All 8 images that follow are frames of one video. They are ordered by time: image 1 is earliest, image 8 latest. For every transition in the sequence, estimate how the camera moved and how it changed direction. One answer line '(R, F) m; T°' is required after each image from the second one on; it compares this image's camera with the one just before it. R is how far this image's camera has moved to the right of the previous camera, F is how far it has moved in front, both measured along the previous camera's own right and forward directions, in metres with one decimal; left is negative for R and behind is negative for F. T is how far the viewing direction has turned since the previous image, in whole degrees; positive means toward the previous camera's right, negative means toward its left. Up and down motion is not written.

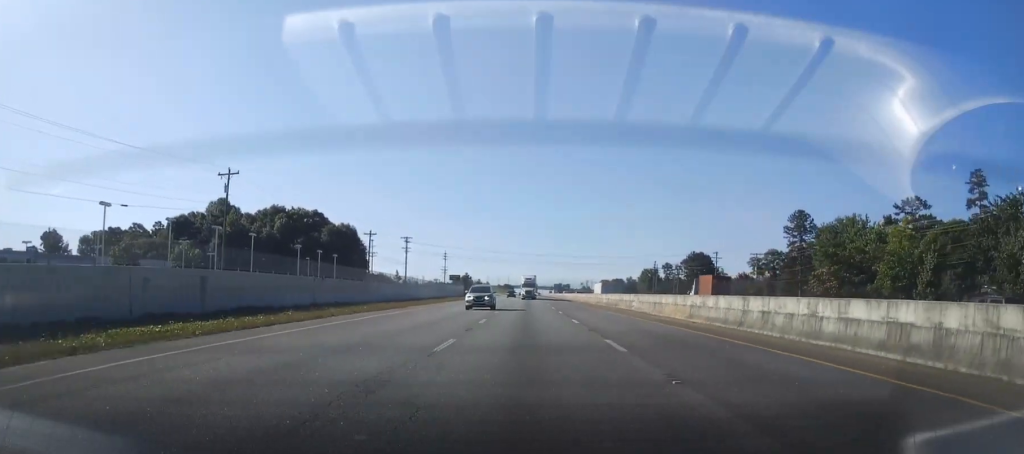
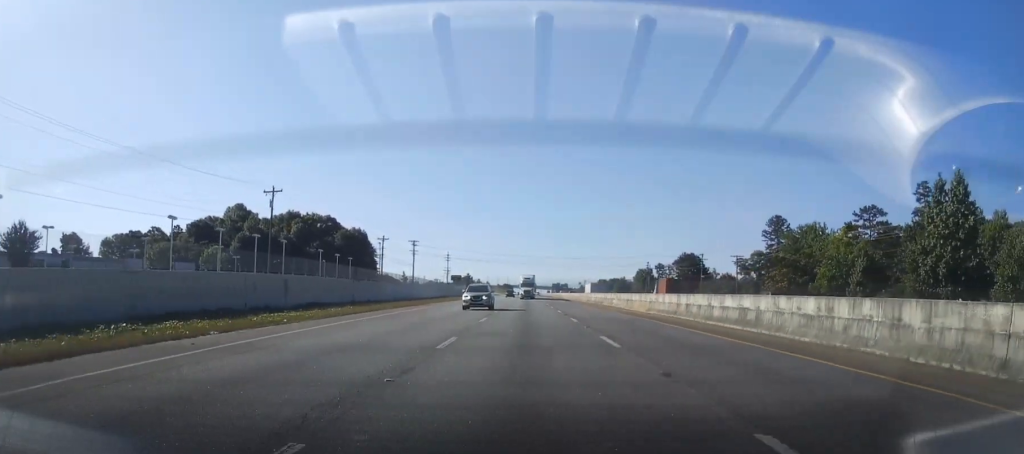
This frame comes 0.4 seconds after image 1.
(+0.3, +12.7) m; 0°
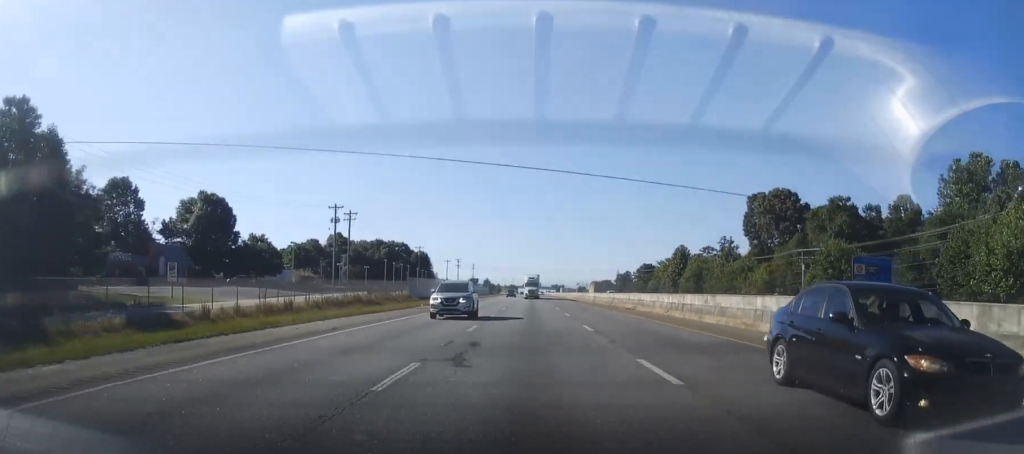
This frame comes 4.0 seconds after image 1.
(-1.8, +103.4) m; 0°
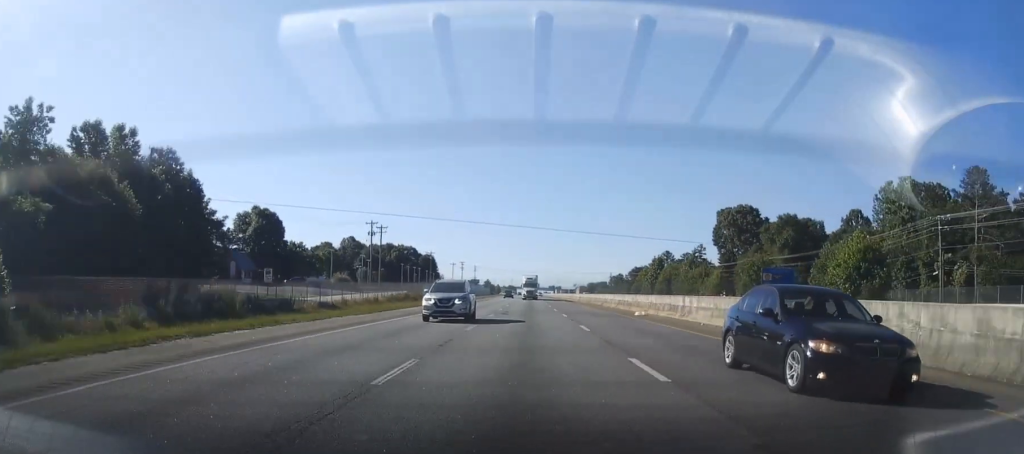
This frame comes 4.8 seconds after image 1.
(+0.2, +24.3) m; 0°
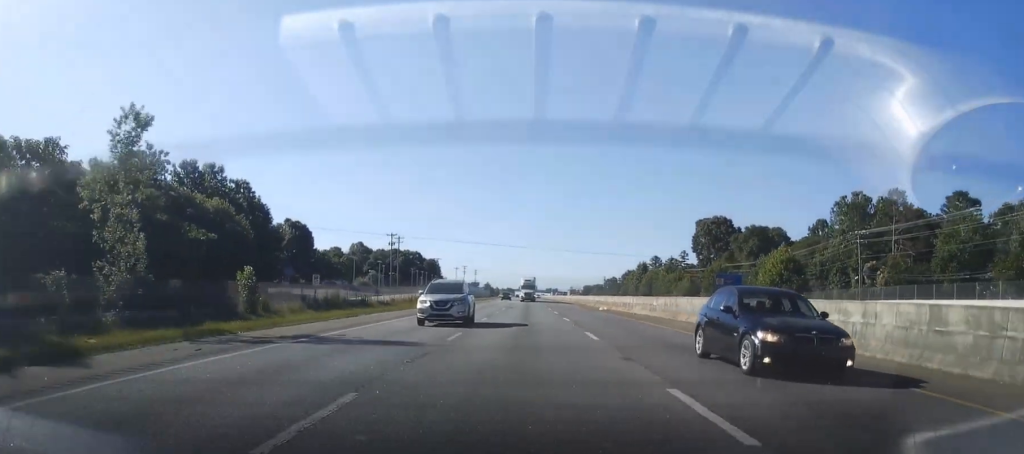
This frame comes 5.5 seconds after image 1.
(-0.3, +20.4) m; -1°
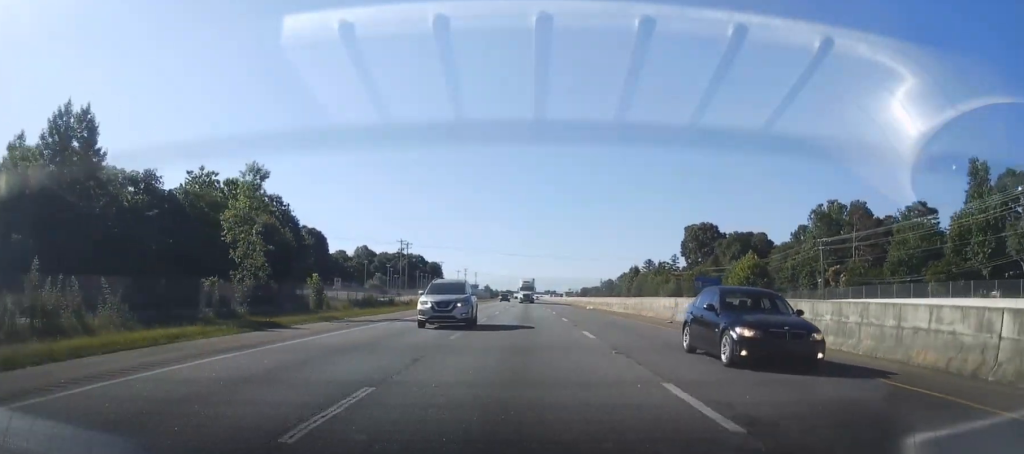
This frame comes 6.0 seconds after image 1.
(-0.1, +13.6) m; 0°
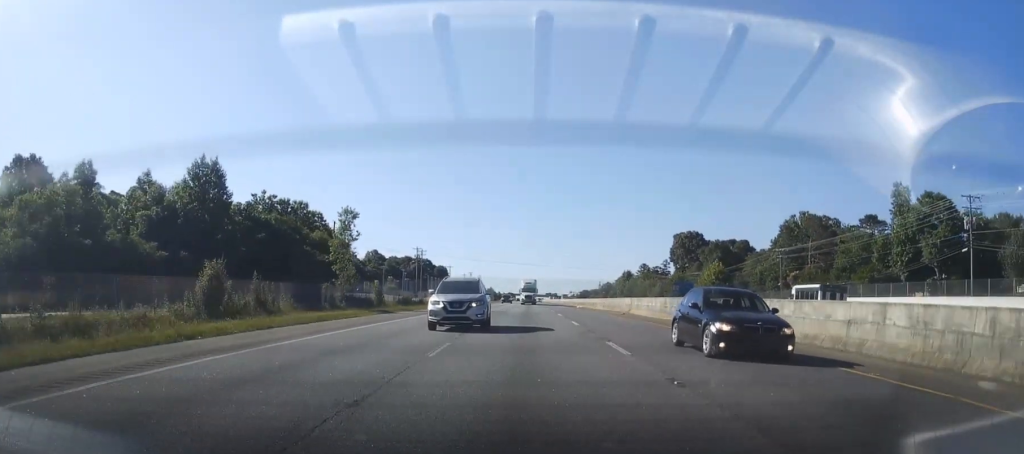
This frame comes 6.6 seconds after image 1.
(-0.2, +19.3) m; +1°
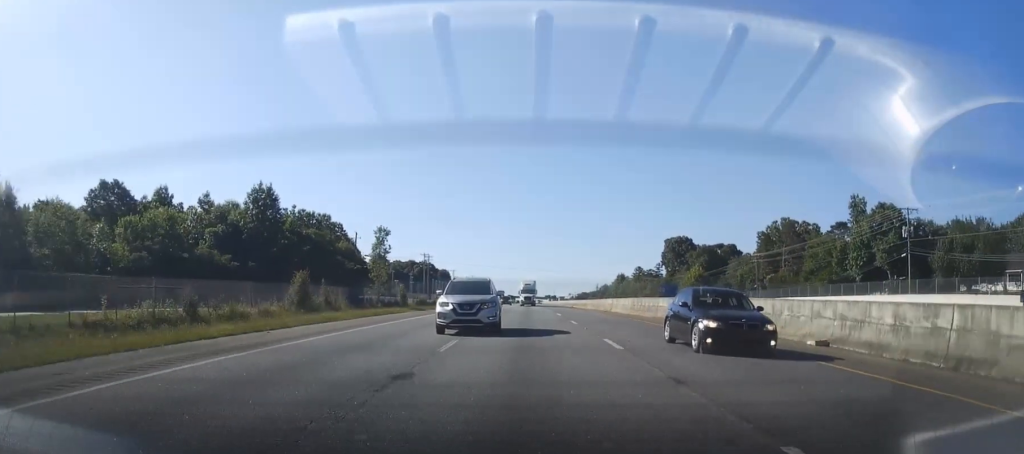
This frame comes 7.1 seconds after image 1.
(+0.3, +13.5) m; 0°
